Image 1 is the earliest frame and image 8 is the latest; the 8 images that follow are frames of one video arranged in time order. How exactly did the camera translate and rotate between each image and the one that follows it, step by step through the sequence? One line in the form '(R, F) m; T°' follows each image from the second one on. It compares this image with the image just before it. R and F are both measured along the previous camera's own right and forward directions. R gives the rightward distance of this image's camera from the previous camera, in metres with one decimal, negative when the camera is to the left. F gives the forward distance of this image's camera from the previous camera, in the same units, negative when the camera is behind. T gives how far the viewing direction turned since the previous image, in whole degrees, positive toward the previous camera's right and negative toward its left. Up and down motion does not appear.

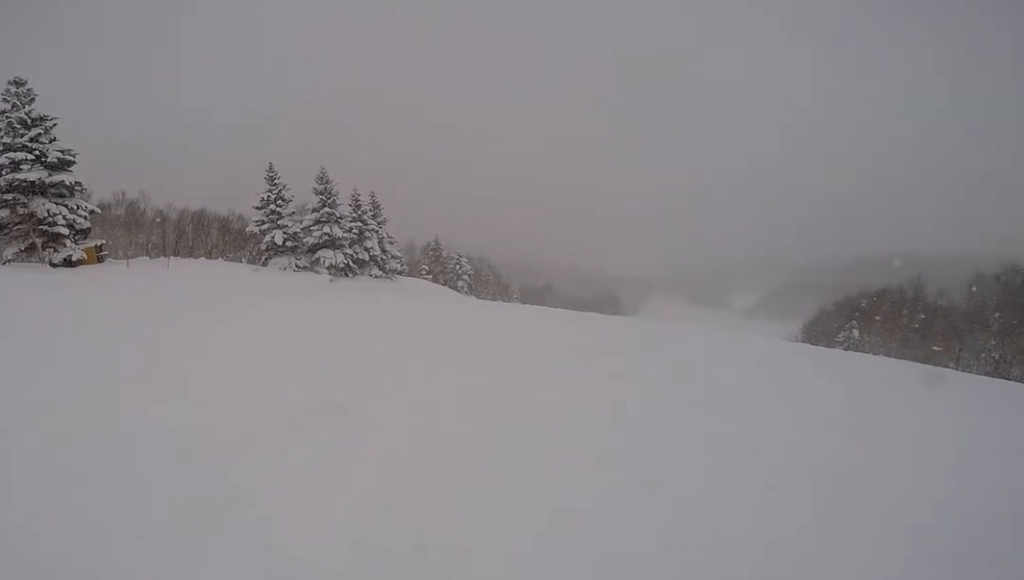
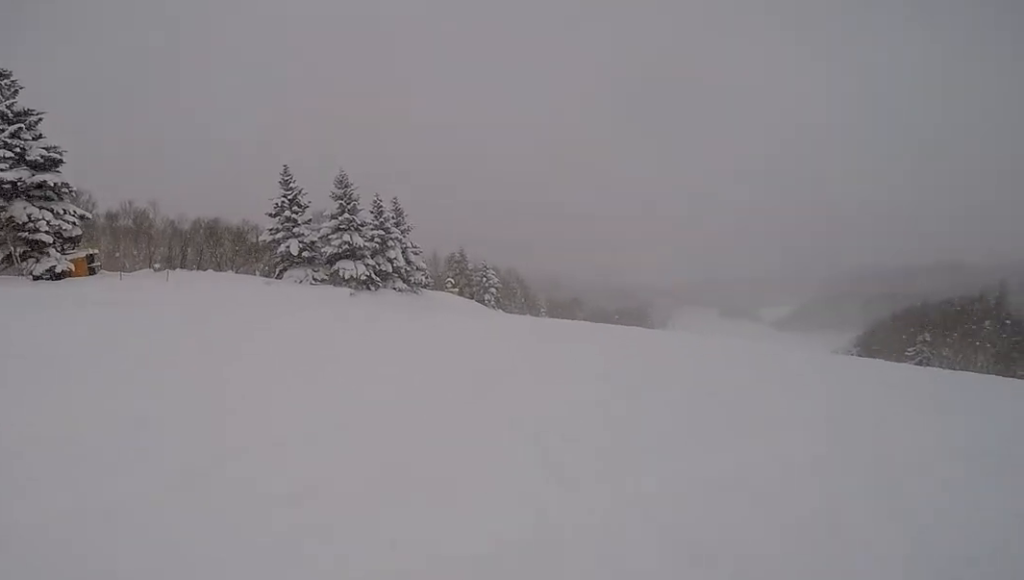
(0.0, +4.4) m; +1°
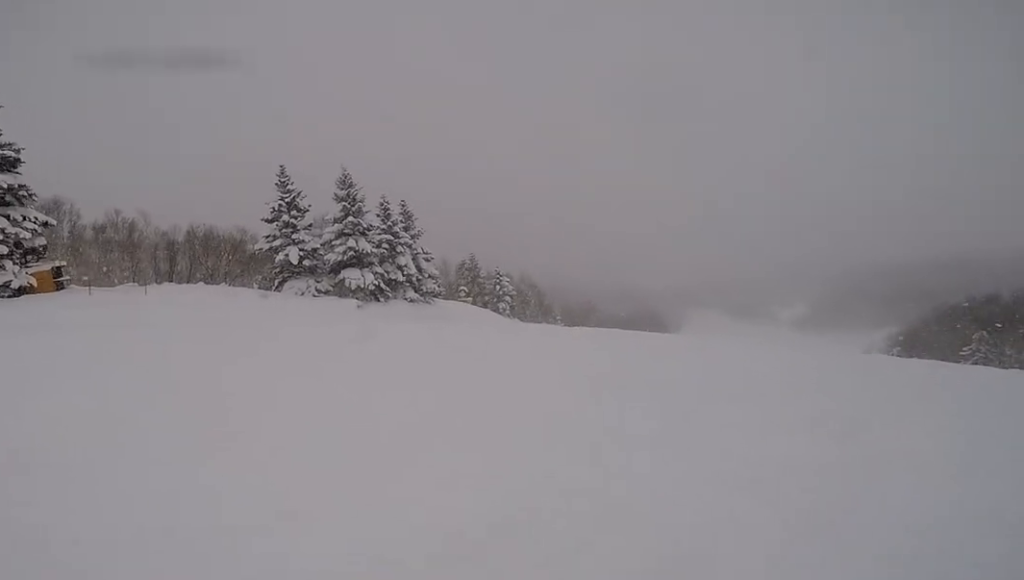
(0.0, +4.0) m; +6°
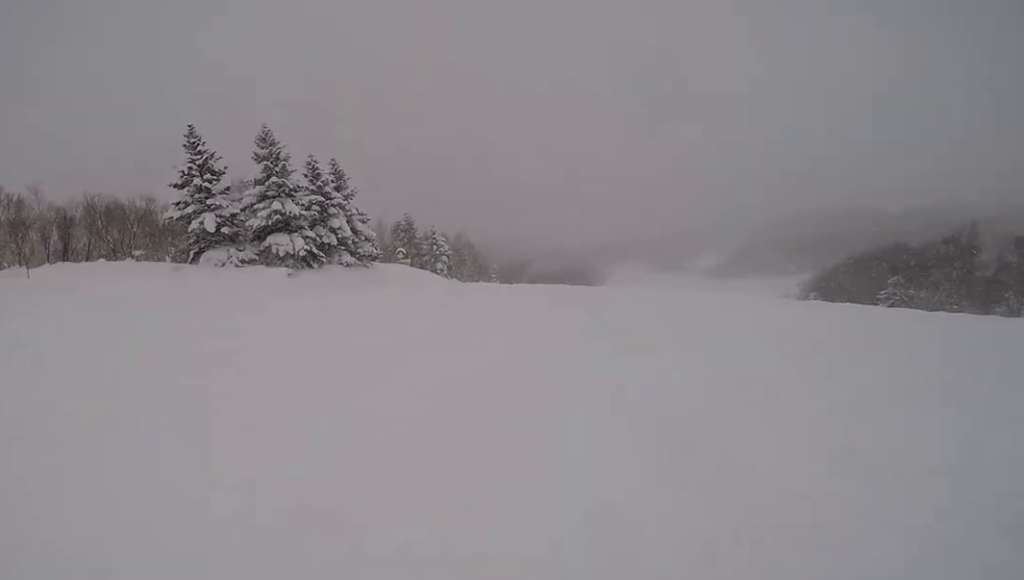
(-0.1, +2.6) m; +8°
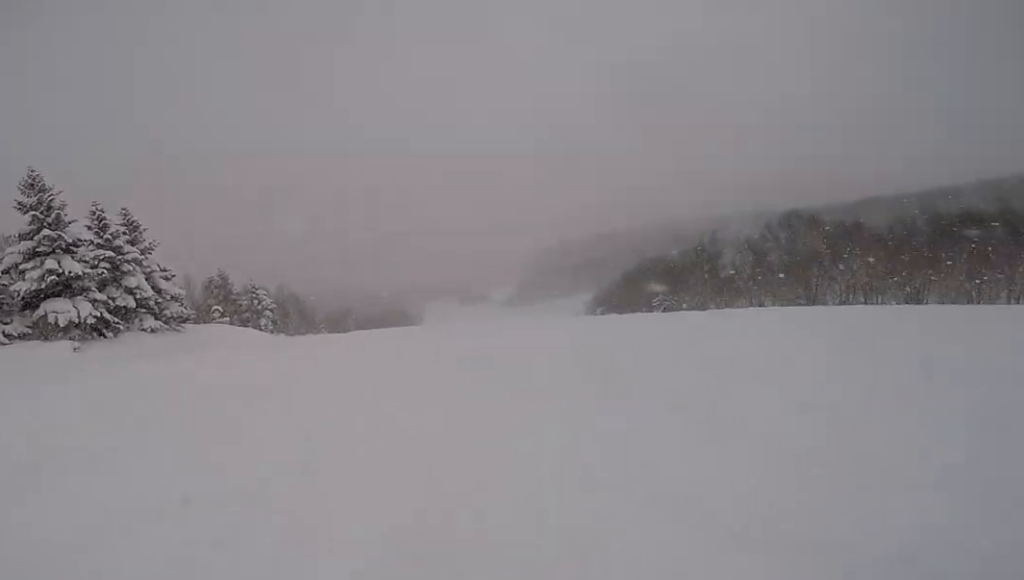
(+0.1, +2.2) m; +13°
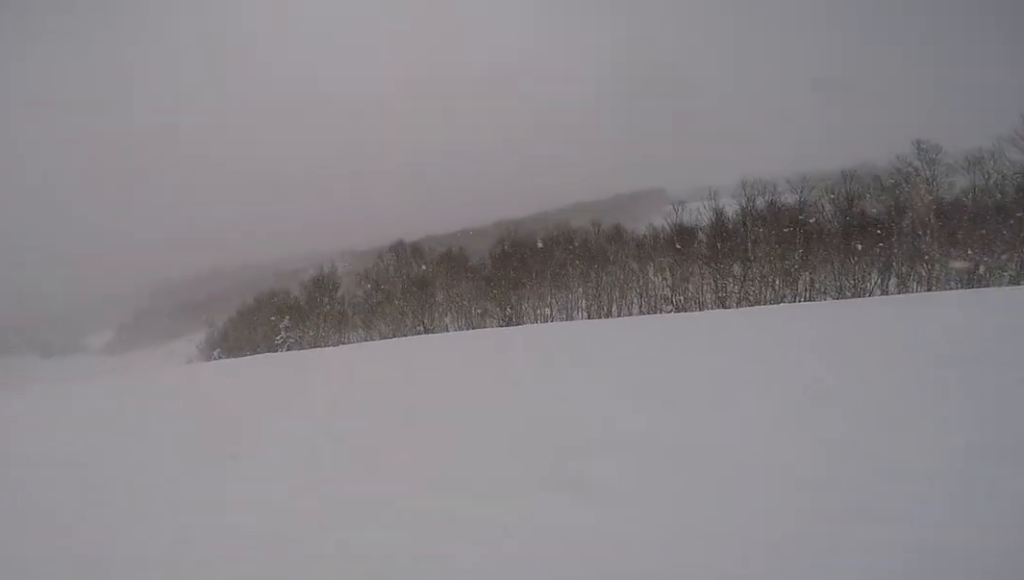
(+4.5, +6.1) m; +62°
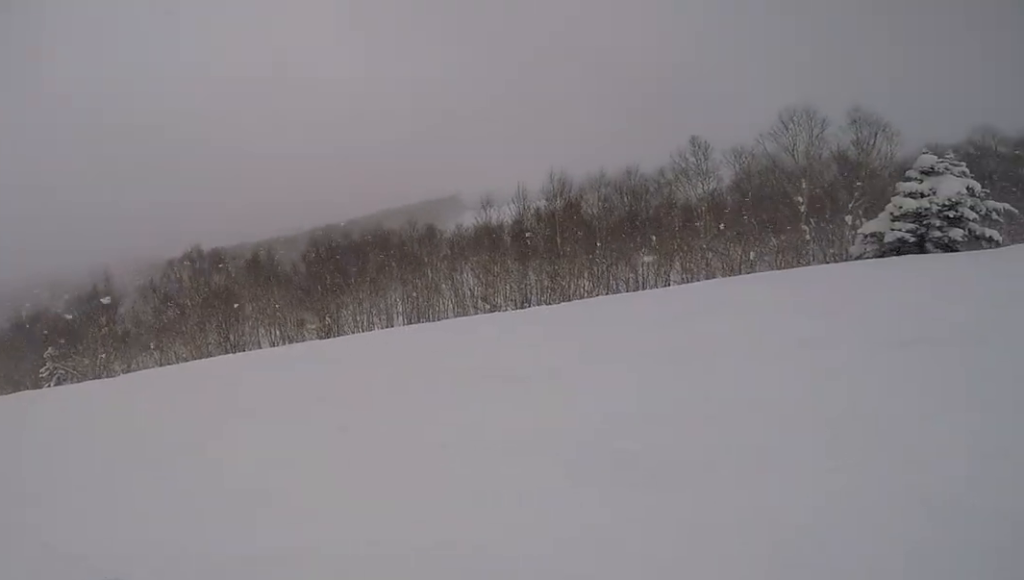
(0.0, +3.2) m; +13°
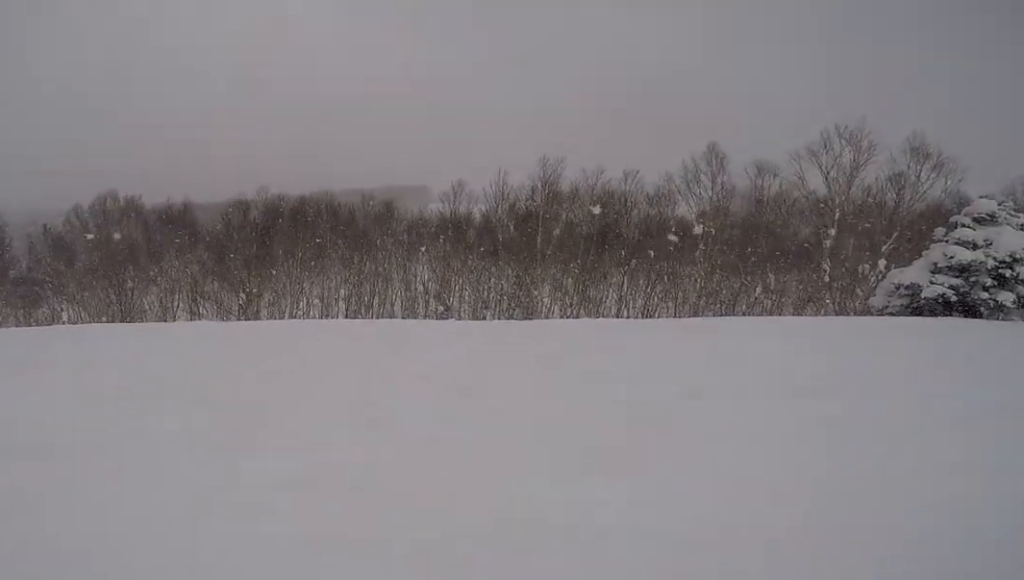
(+1.8, +5.5) m; +15°
